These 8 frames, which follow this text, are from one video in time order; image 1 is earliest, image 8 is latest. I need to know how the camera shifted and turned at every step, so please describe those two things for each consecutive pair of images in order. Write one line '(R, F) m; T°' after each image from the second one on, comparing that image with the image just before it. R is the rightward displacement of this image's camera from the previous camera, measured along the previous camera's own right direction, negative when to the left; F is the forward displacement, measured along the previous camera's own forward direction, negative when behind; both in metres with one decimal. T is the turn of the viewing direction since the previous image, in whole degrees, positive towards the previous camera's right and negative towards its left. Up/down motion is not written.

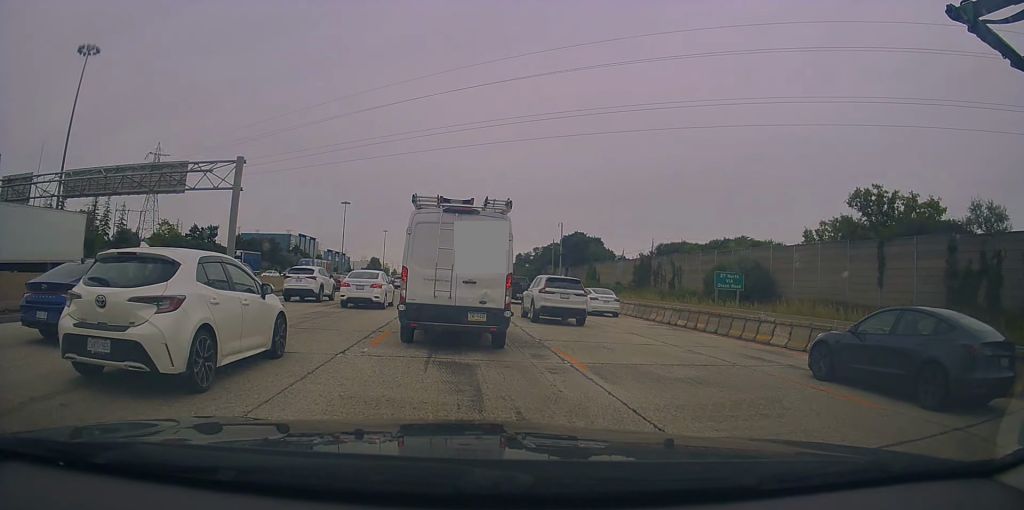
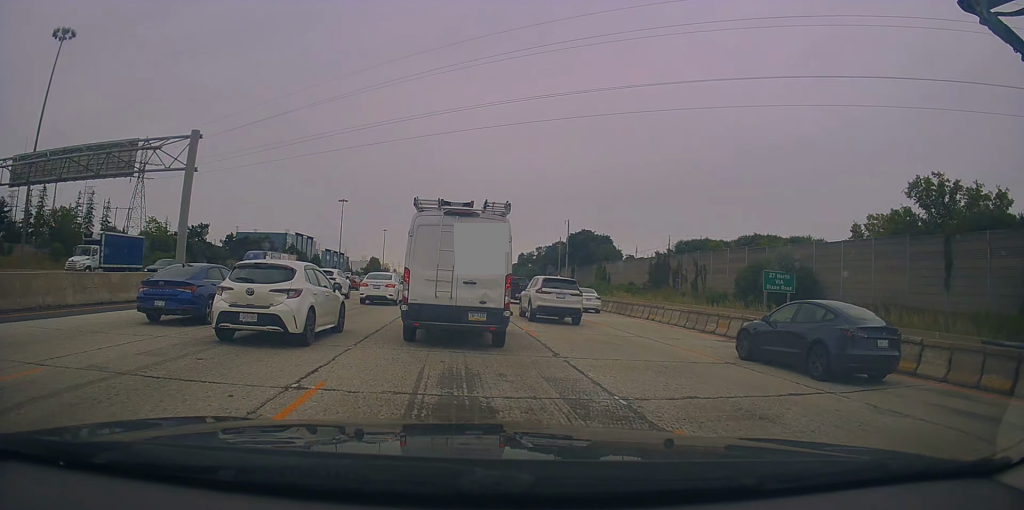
(+0.2, +6.7) m; +3°
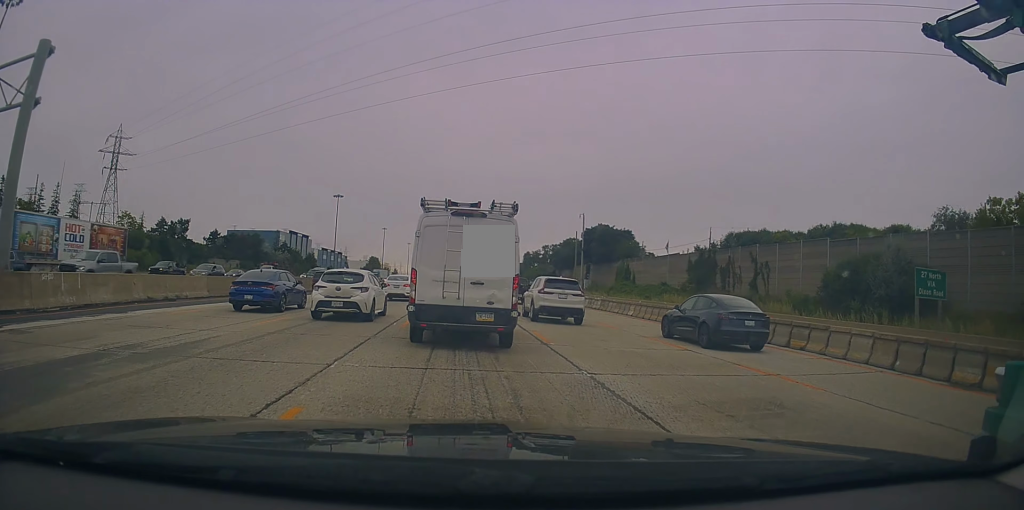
(-0.8, +12.8) m; -7°
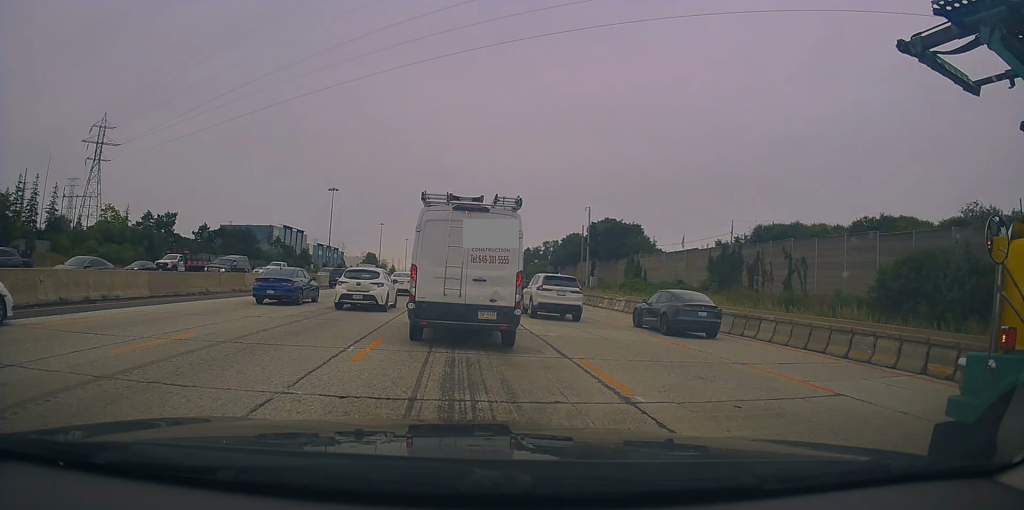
(+0.1, +6.2) m; -1°
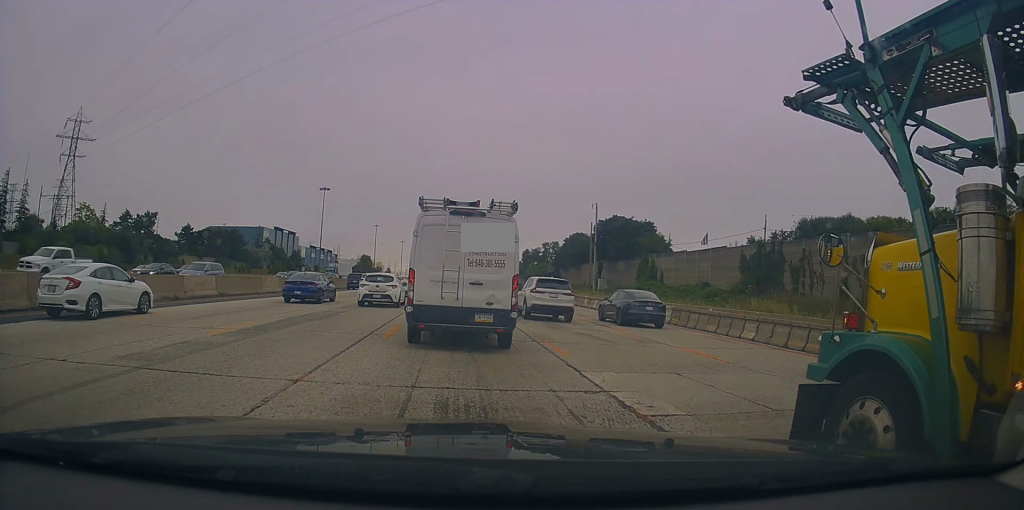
(-0.3, +8.4) m; +3°
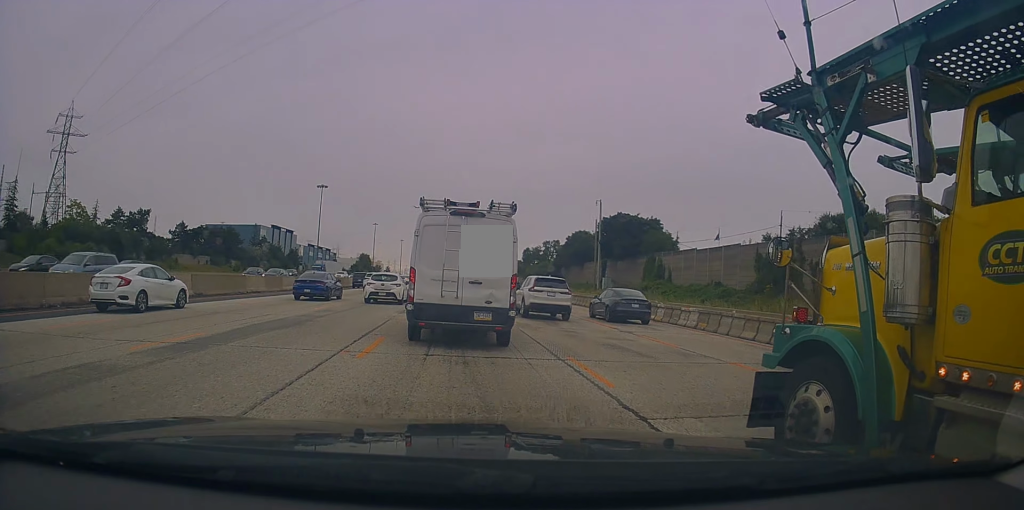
(+0.3, +3.1) m; +2°
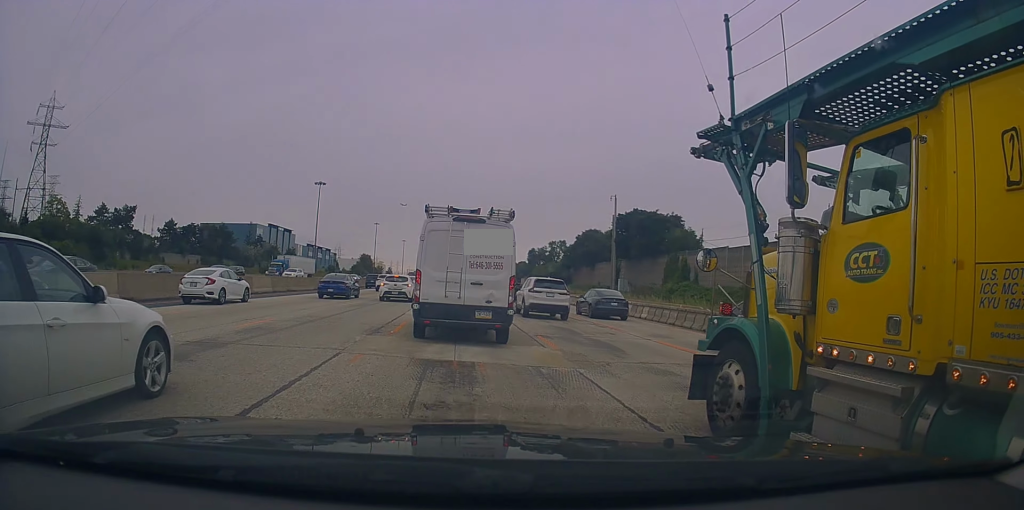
(+0.4, +7.5) m; 0°
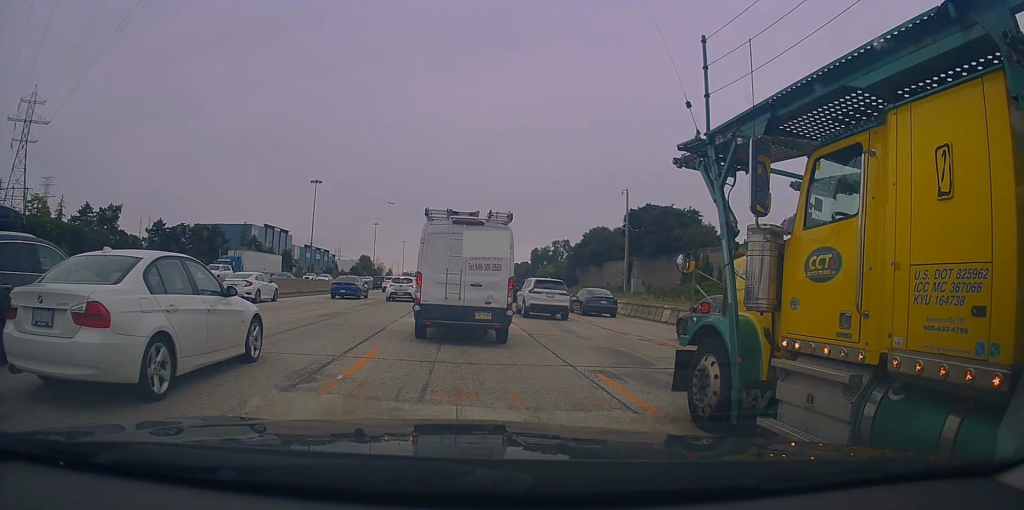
(-0.1, +5.9) m; -3°
